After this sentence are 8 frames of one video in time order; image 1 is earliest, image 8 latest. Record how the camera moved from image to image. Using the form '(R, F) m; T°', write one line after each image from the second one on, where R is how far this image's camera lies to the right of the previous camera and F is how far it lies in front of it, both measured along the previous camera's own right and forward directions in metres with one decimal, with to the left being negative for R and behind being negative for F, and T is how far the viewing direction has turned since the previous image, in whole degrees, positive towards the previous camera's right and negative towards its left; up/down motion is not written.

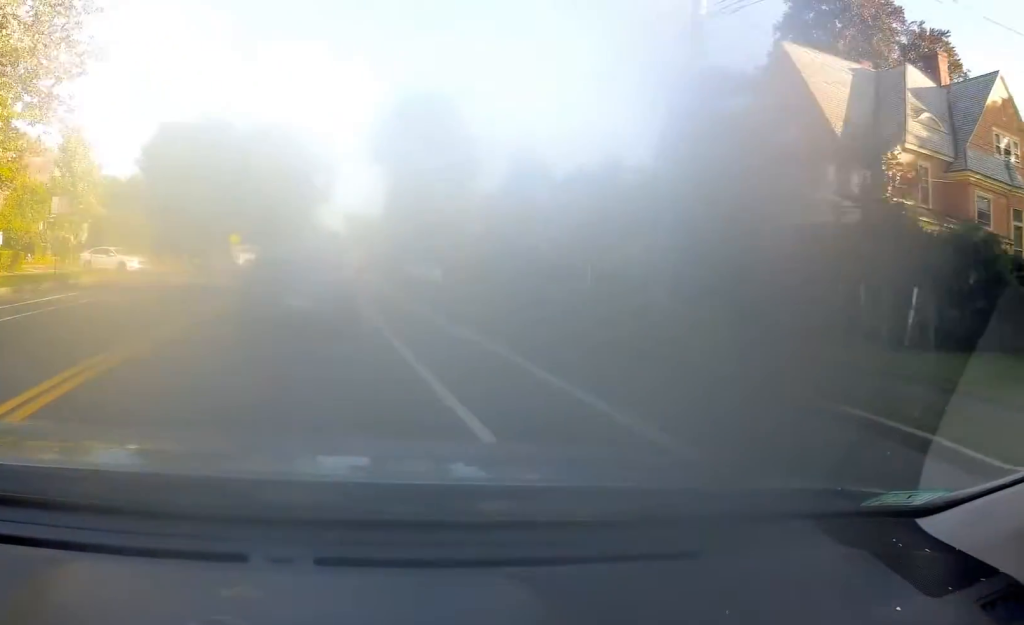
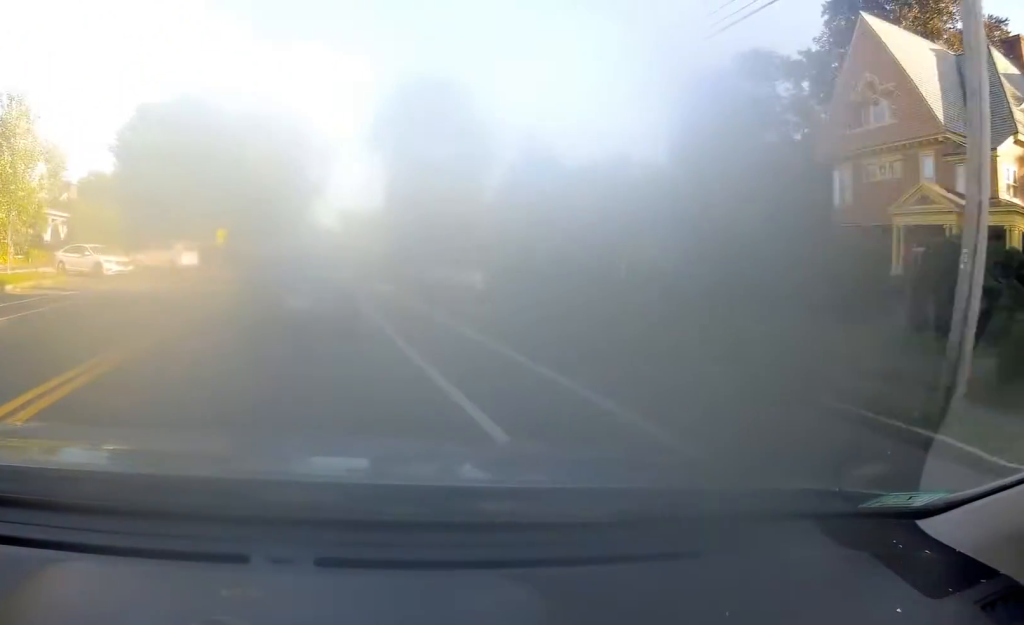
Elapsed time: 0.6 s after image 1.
(0.0, +7.1) m; +1°
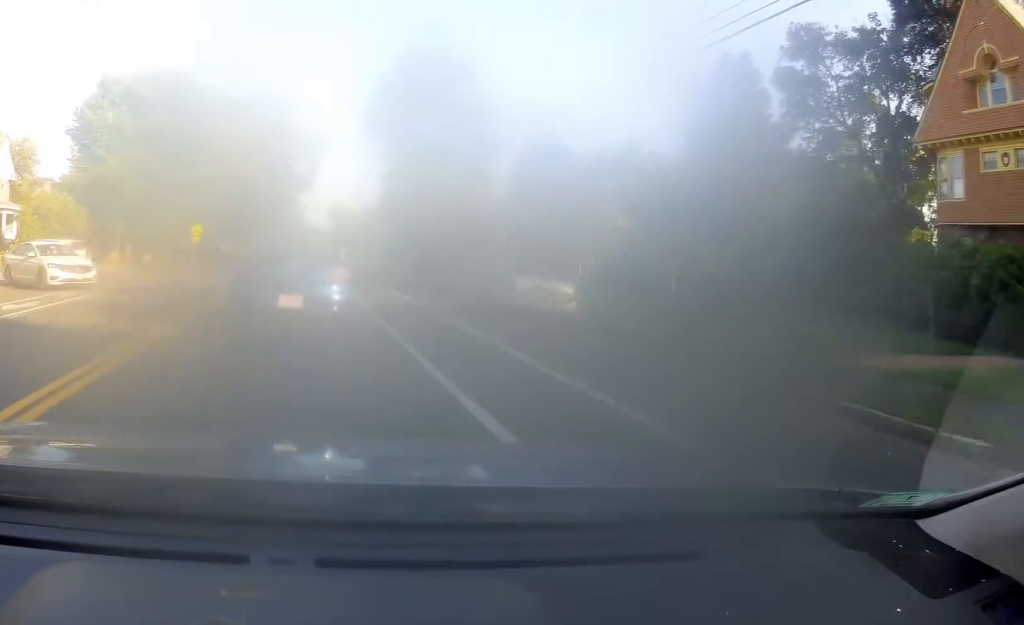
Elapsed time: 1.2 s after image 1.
(0.0, +7.5) m; +2°
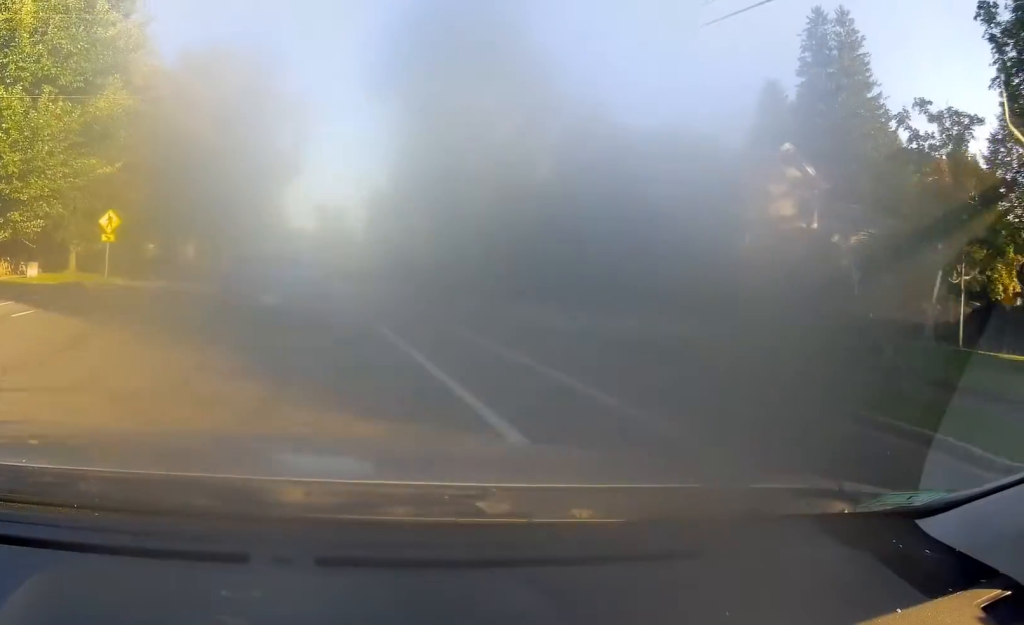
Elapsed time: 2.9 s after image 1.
(+0.5, +21.2) m; +1°
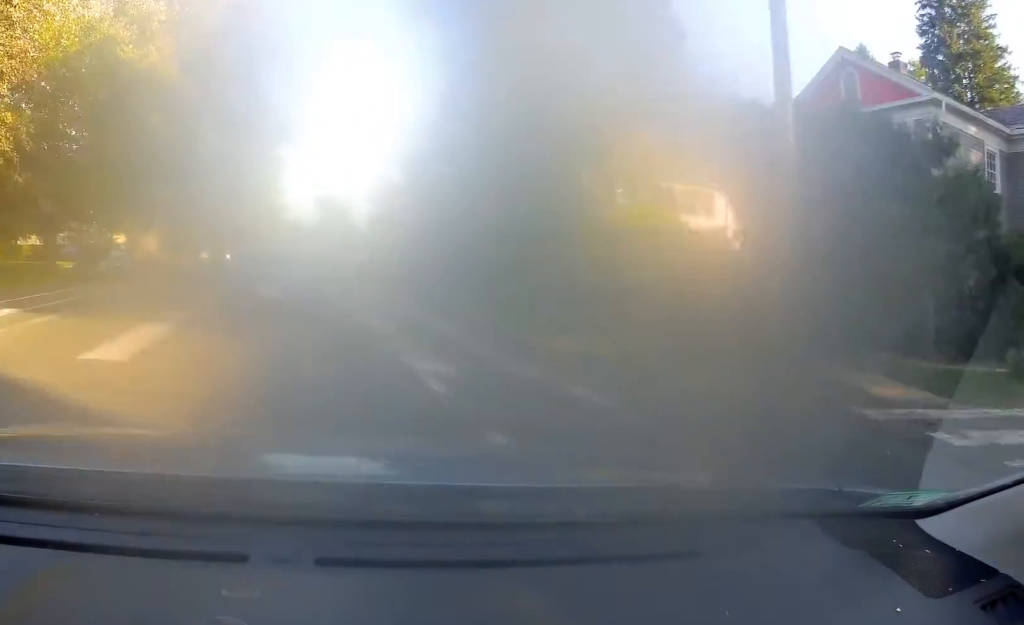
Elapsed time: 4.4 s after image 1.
(+0.1, +17.5) m; 0°
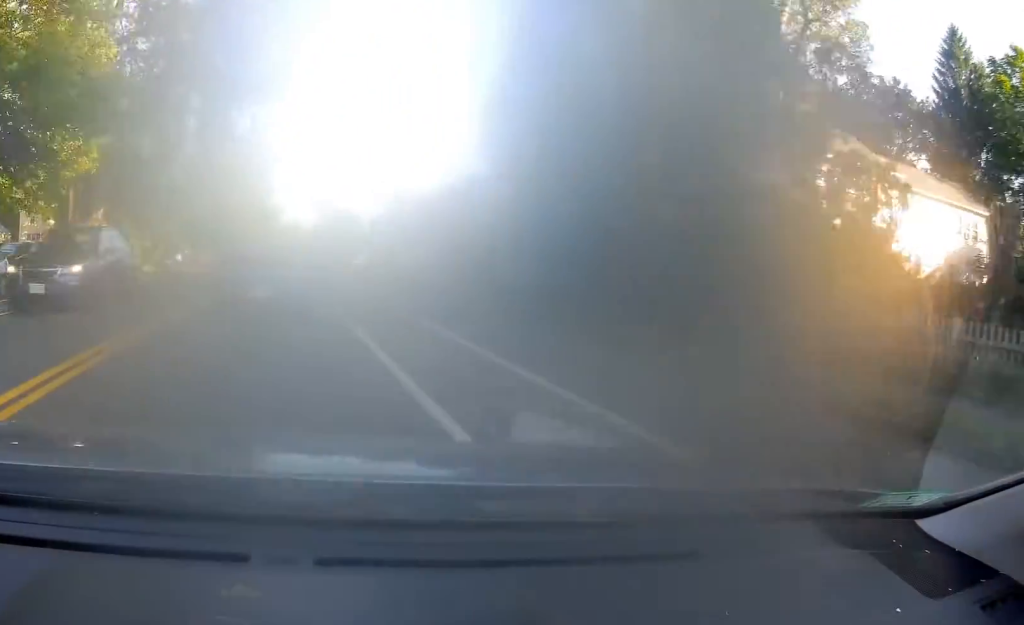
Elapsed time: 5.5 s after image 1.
(-0.1, +14.0) m; 0°
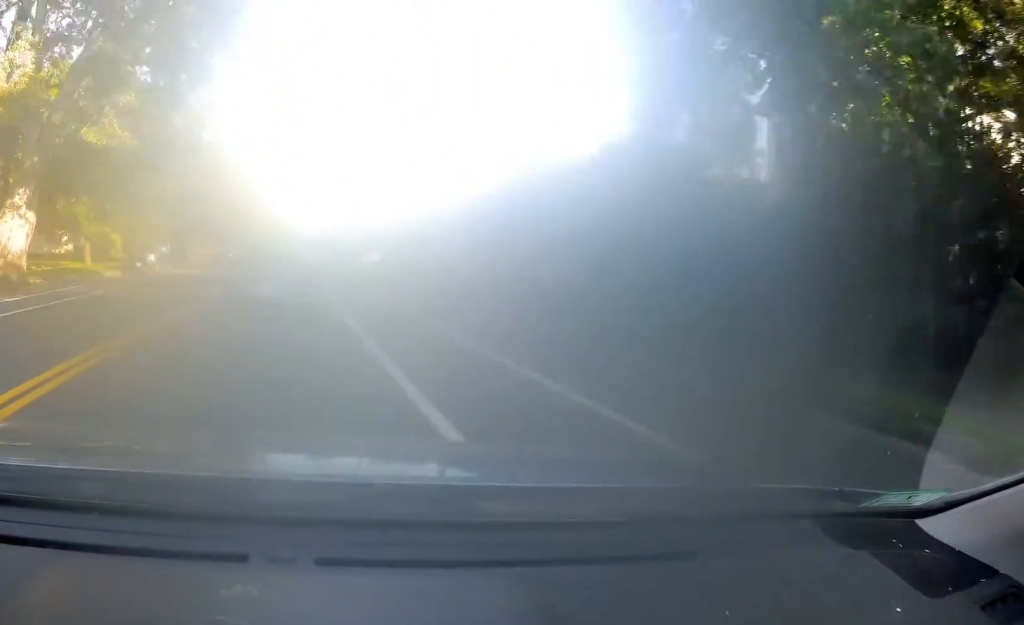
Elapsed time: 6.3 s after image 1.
(+0.2, +10.8) m; 0°
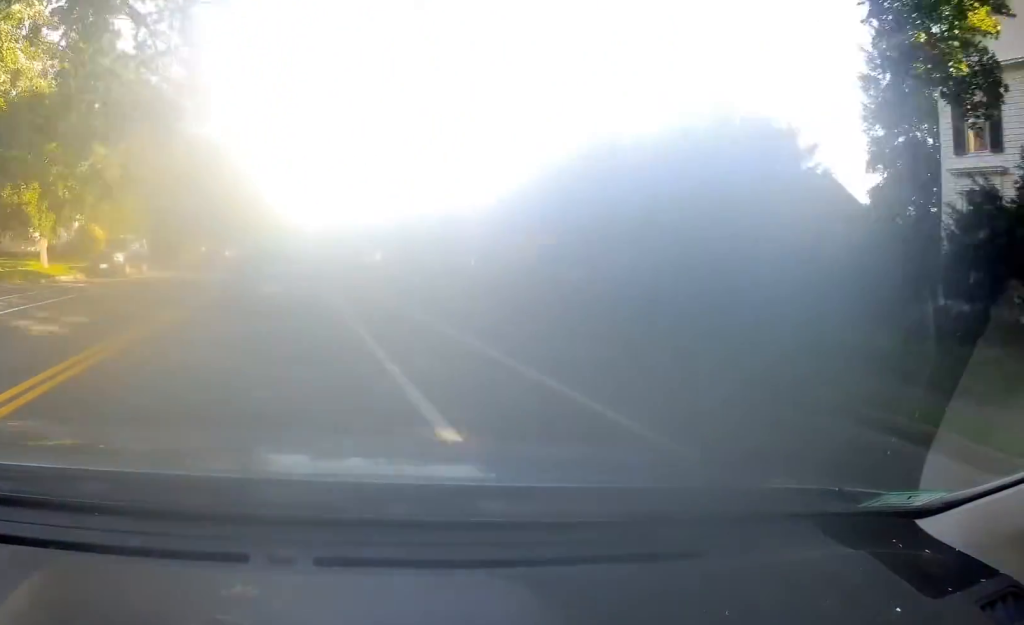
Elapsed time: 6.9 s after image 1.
(-0.1, +7.5) m; -2°
